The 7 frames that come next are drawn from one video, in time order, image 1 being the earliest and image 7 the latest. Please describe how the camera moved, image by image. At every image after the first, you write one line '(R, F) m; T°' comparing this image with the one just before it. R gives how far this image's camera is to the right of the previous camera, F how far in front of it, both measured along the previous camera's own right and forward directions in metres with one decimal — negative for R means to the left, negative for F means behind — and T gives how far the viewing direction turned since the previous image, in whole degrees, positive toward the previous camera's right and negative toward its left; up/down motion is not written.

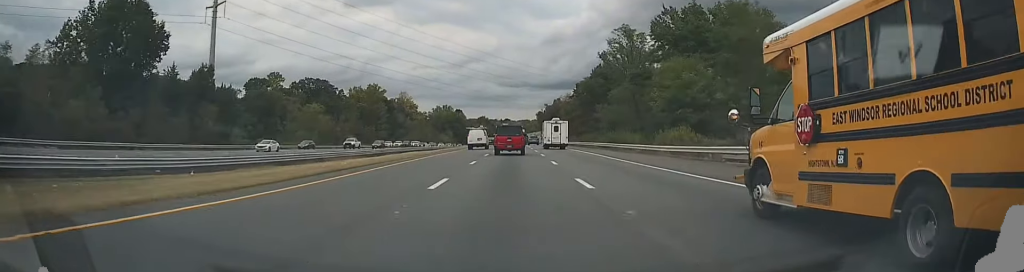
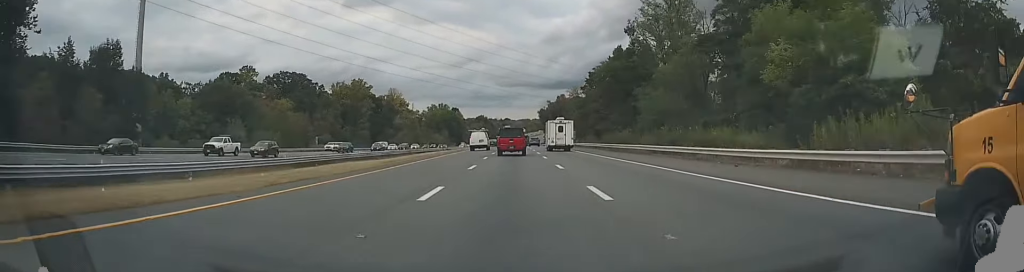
(-0.1, +23.8) m; 0°
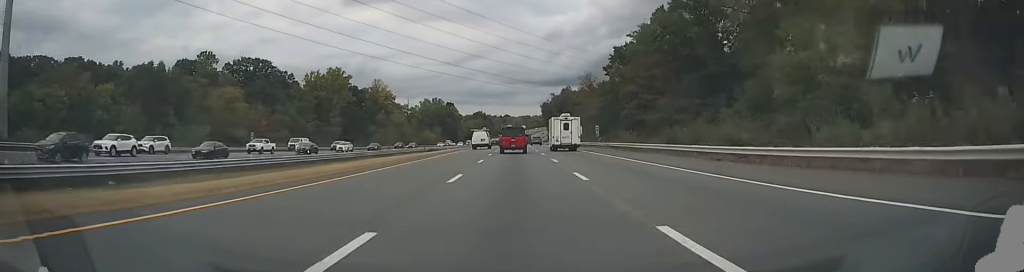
(-0.1, +28.5) m; 0°
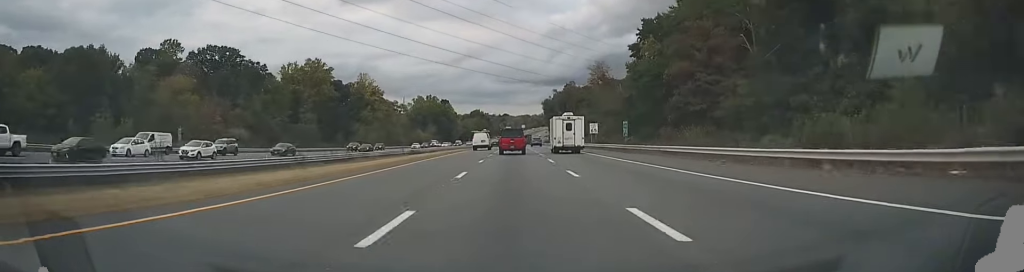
(+0.1, +20.9) m; 0°
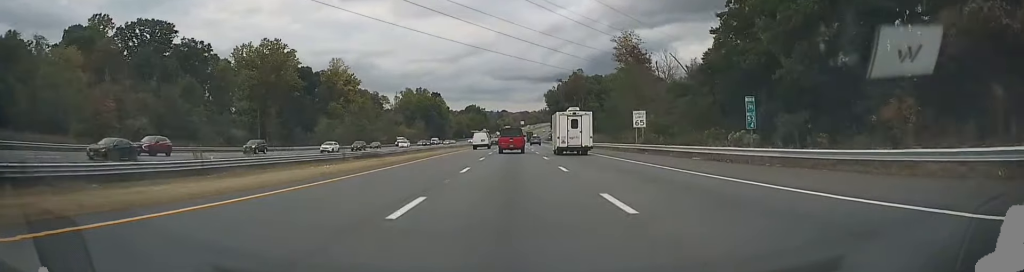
(+0.1, +33.7) m; 0°
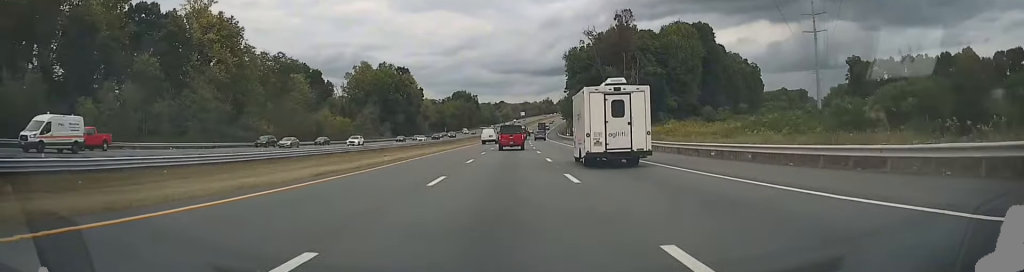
(-0.3, +96.6) m; 0°
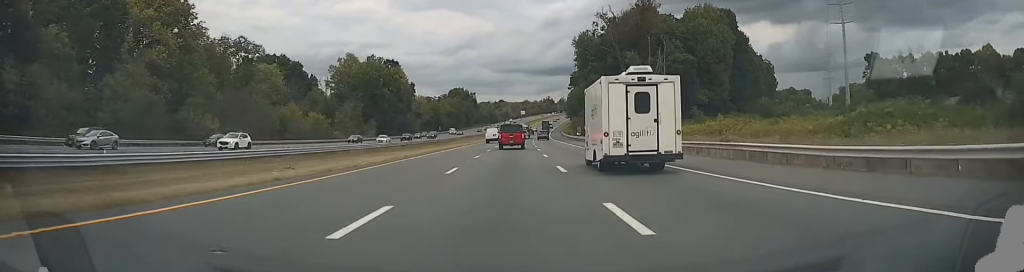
(0.0, +20.0) m; 0°
